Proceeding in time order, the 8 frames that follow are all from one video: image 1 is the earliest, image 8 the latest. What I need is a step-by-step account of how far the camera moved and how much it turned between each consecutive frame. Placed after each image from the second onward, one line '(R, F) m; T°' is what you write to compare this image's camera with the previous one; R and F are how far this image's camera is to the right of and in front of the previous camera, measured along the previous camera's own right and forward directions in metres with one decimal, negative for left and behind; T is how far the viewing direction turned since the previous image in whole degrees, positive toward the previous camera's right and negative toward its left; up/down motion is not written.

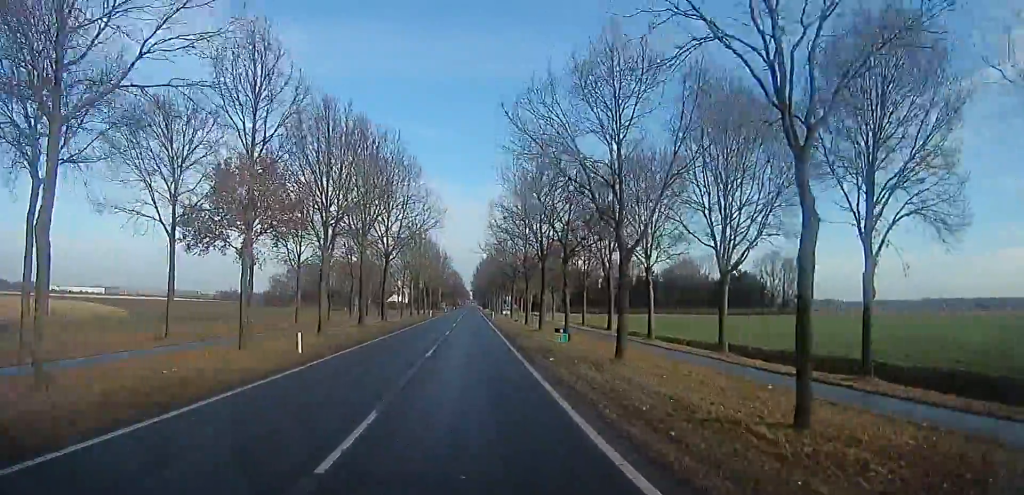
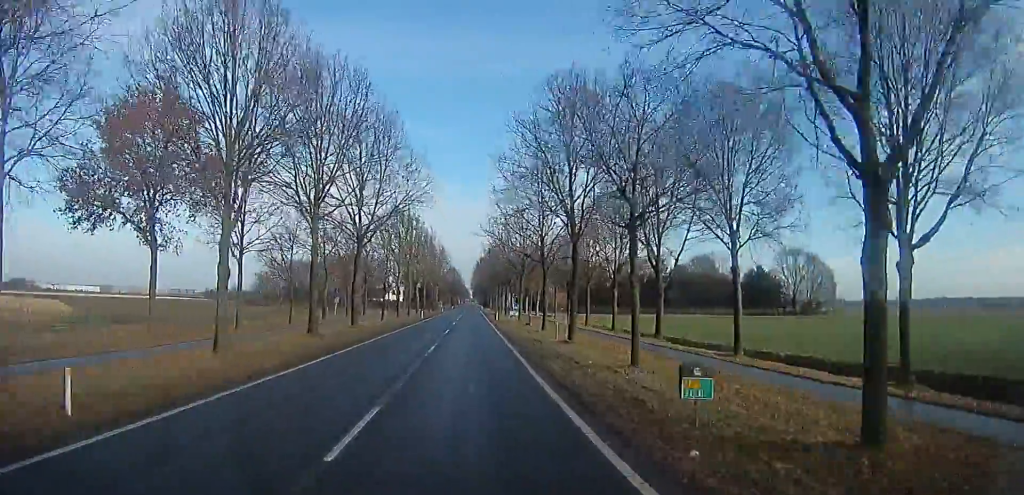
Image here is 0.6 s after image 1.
(+0.1, +11.6) m; 0°
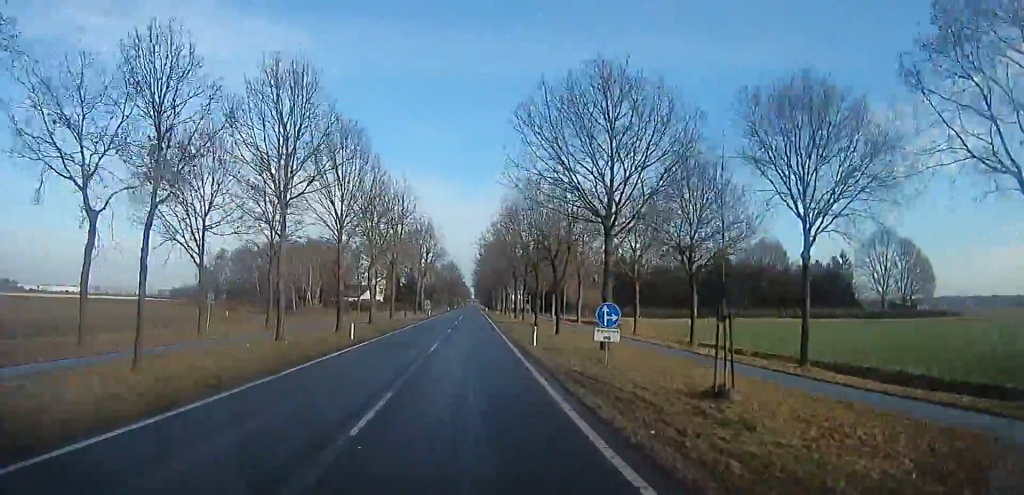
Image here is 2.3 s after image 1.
(+0.1, +34.8) m; 0°
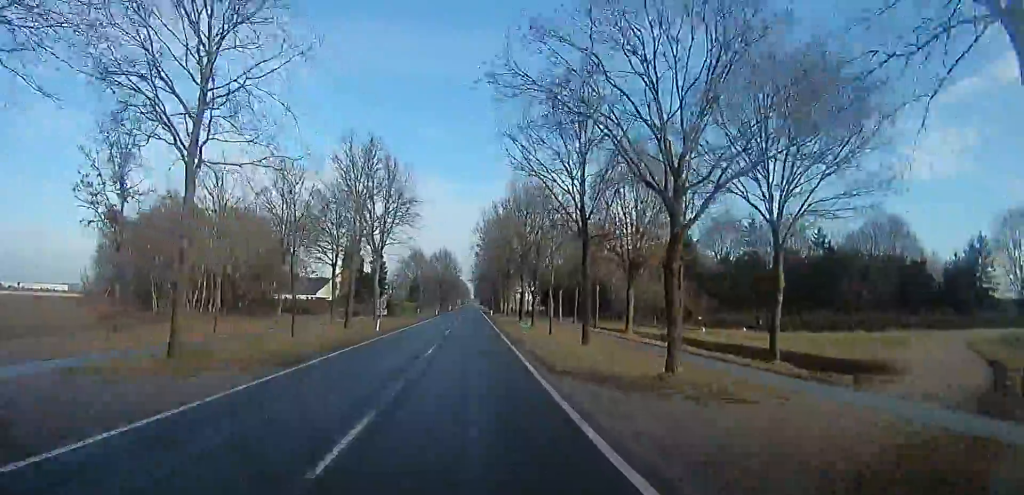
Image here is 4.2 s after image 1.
(0.0, +37.6) m; 0°
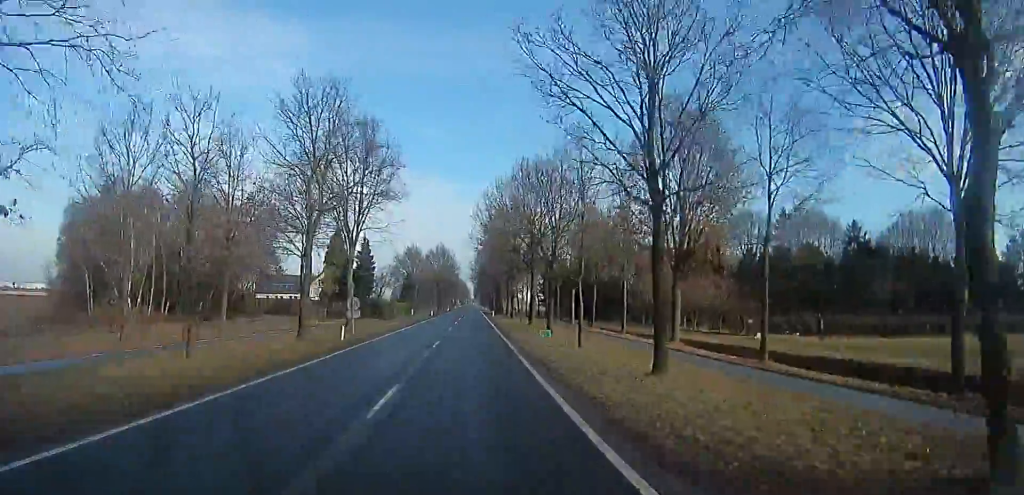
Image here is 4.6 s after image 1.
(0.0, +9.0) m; 0°
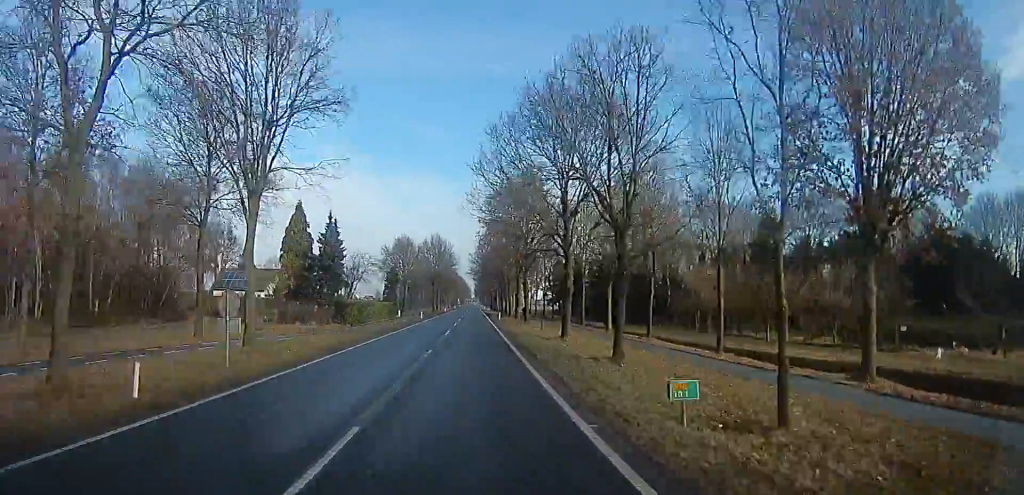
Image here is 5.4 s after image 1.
(-0.1, +15.8) m; 0°
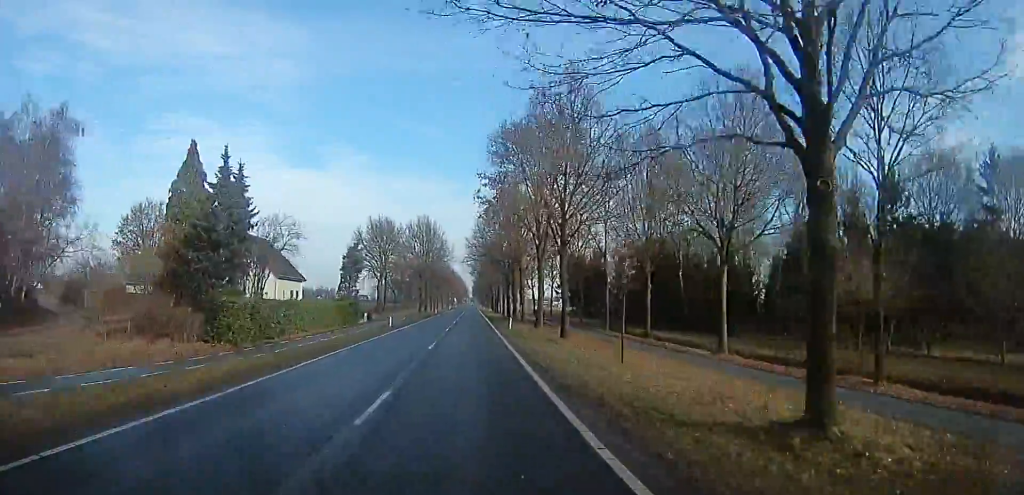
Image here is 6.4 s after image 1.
(0.0, +20.8) m; 0°
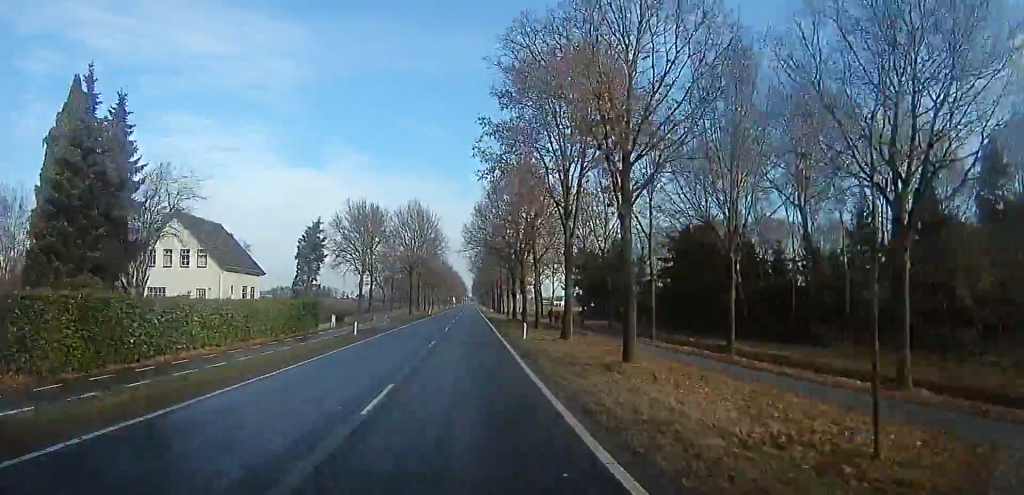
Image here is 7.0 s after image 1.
(0.0, +11.3) m; 0°
